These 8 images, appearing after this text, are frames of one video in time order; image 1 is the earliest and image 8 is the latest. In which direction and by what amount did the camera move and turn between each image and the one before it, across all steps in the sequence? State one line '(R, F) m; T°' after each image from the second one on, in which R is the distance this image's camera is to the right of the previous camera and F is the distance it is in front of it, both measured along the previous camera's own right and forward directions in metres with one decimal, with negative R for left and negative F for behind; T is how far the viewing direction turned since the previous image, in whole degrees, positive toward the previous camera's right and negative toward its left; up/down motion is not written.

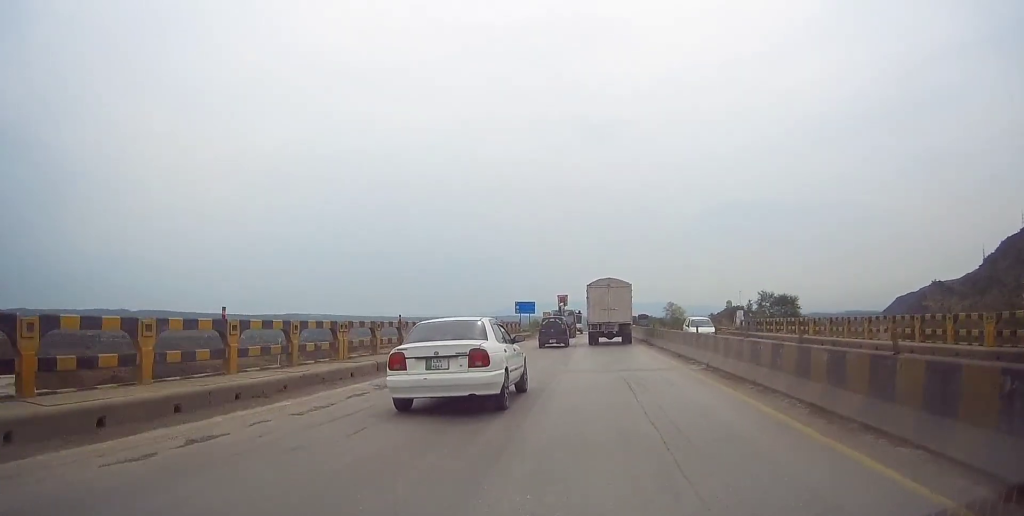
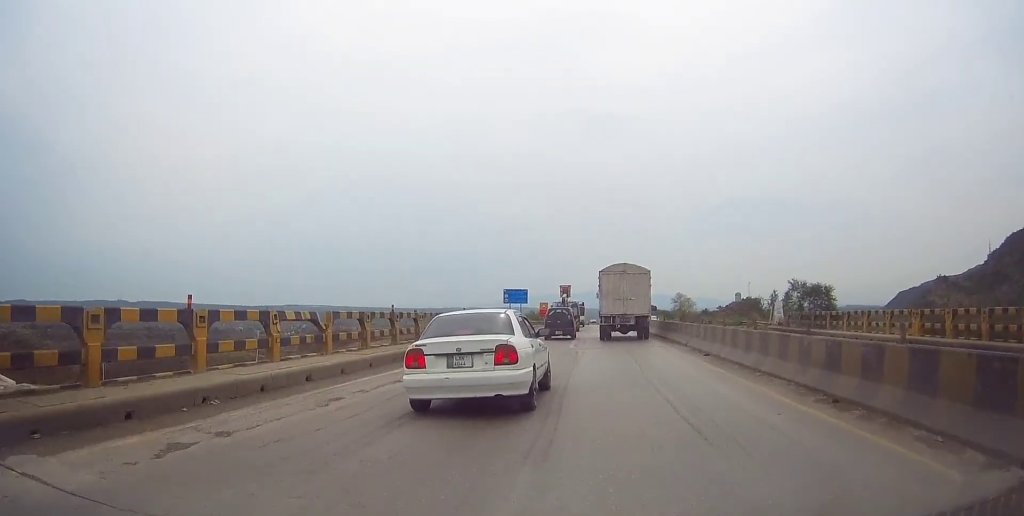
(-0.1, +13.5) m; +1°
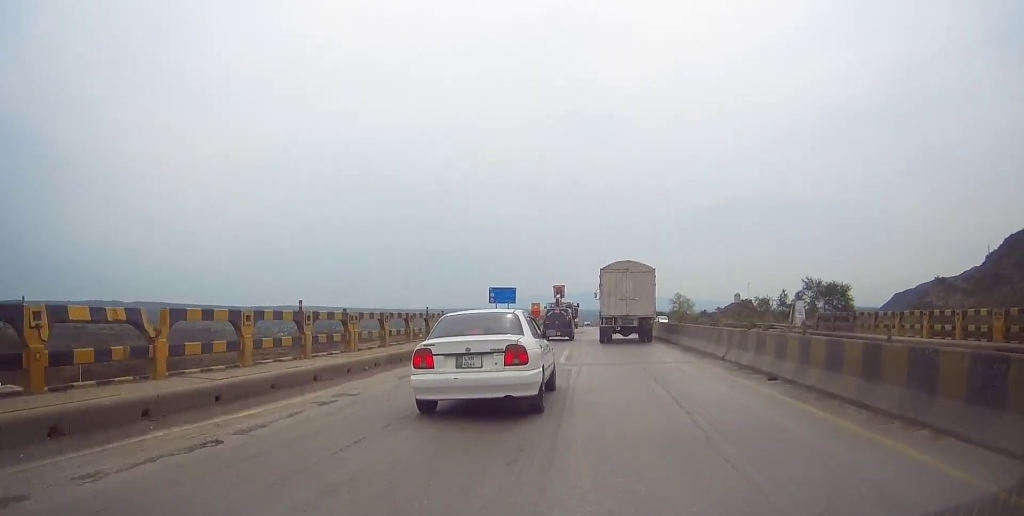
(+0.1, +7.0) m; +1°
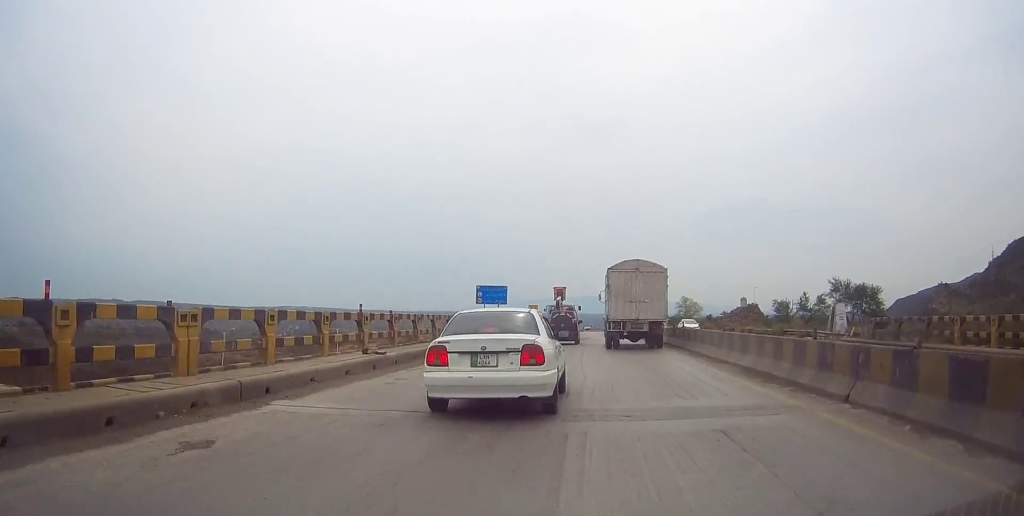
(0.0, +8.1) m; 0°
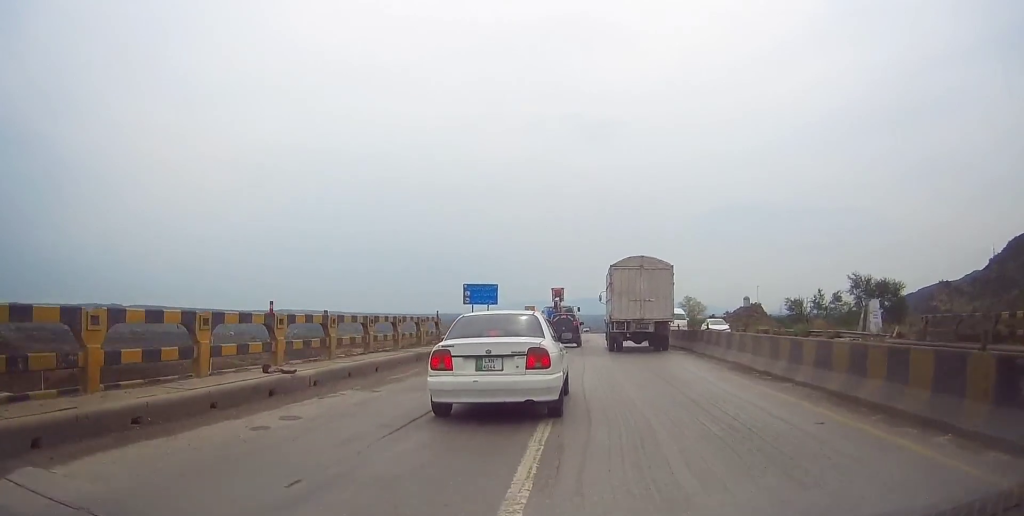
(0.0, +5.6) m; 0°
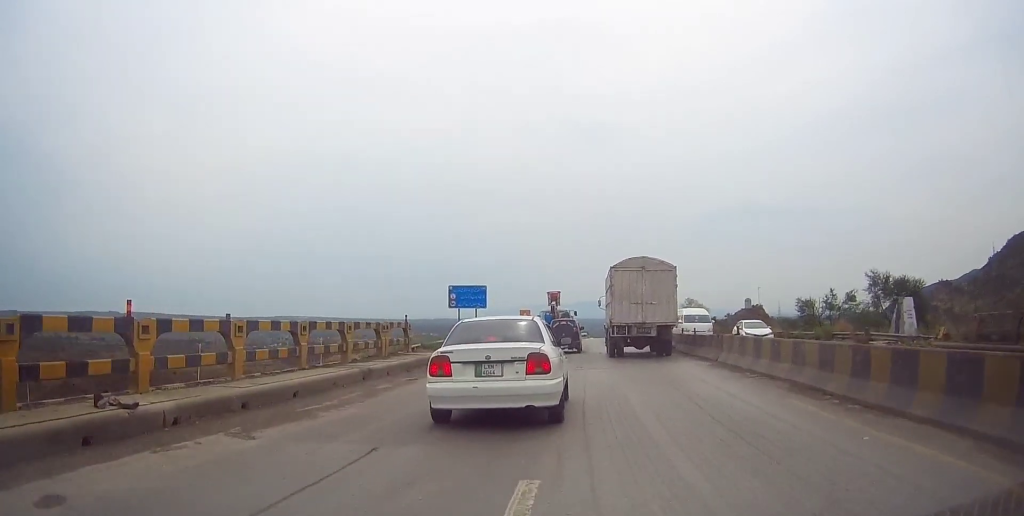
(0.0, +4.5) m; 0°
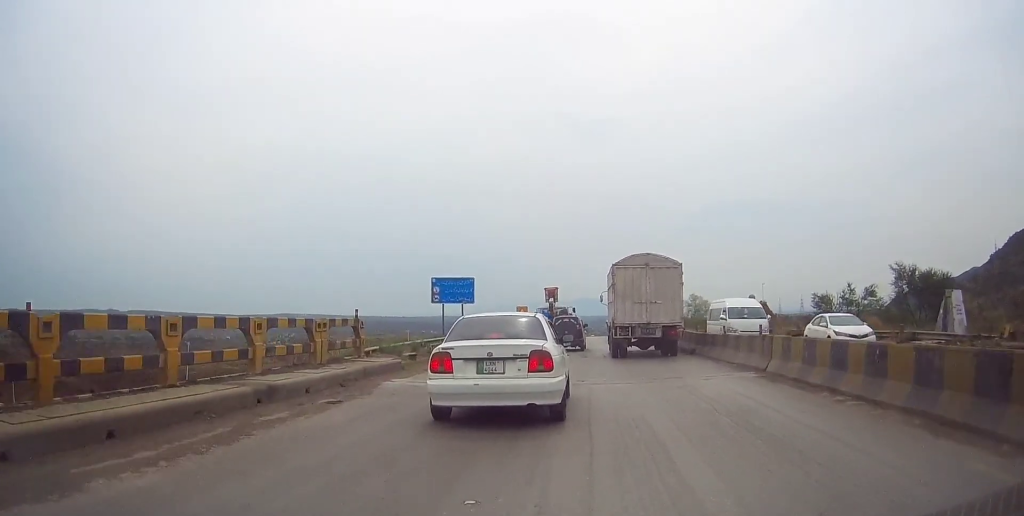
(0.0, +4.9) m; 0°
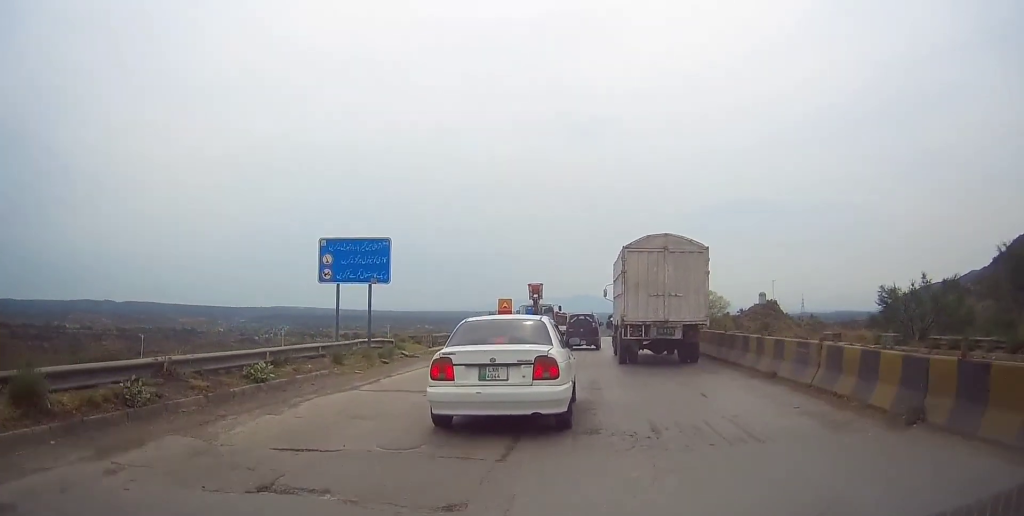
(0.0, +16.1) m; 0°
